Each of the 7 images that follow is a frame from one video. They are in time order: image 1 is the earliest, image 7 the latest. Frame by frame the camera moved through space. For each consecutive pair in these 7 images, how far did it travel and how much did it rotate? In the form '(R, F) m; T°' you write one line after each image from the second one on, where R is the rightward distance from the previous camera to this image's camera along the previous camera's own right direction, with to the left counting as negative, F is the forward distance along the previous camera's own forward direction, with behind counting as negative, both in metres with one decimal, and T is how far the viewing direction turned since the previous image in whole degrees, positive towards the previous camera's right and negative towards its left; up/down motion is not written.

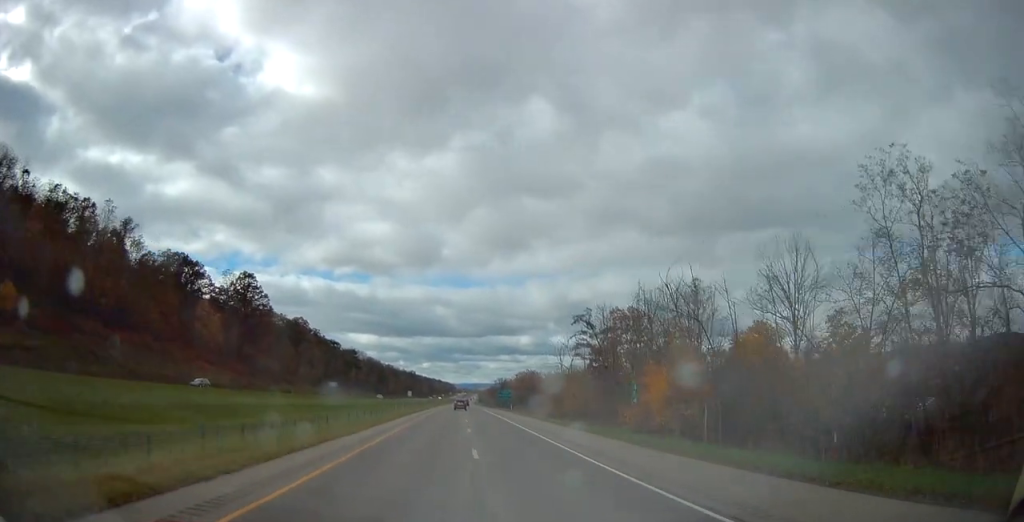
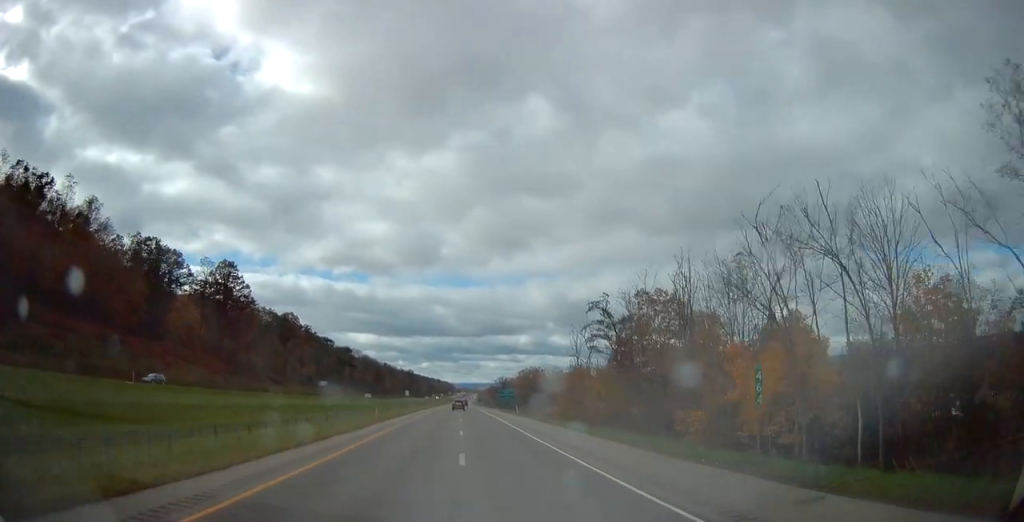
(0.0, +13.9) m; 0°
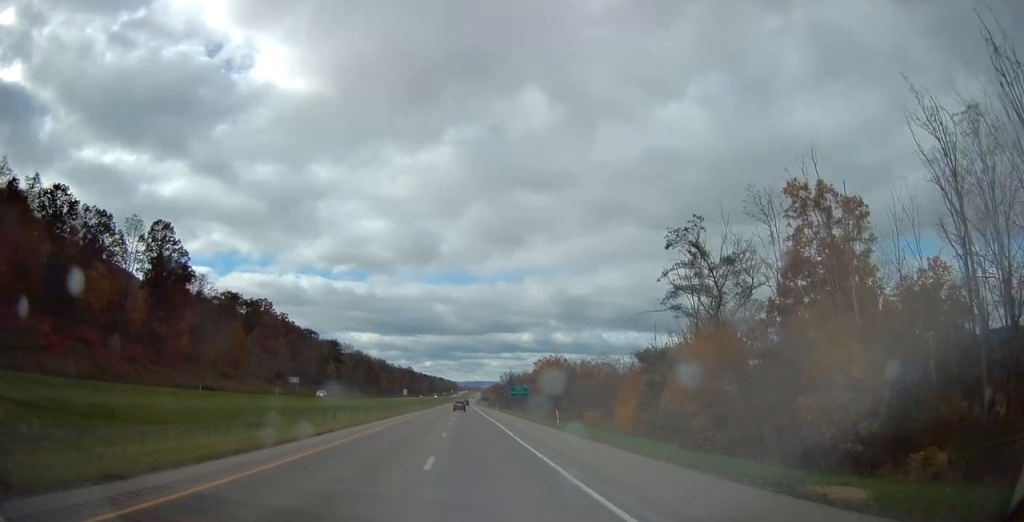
(-0.1, +37.3) m; 0°
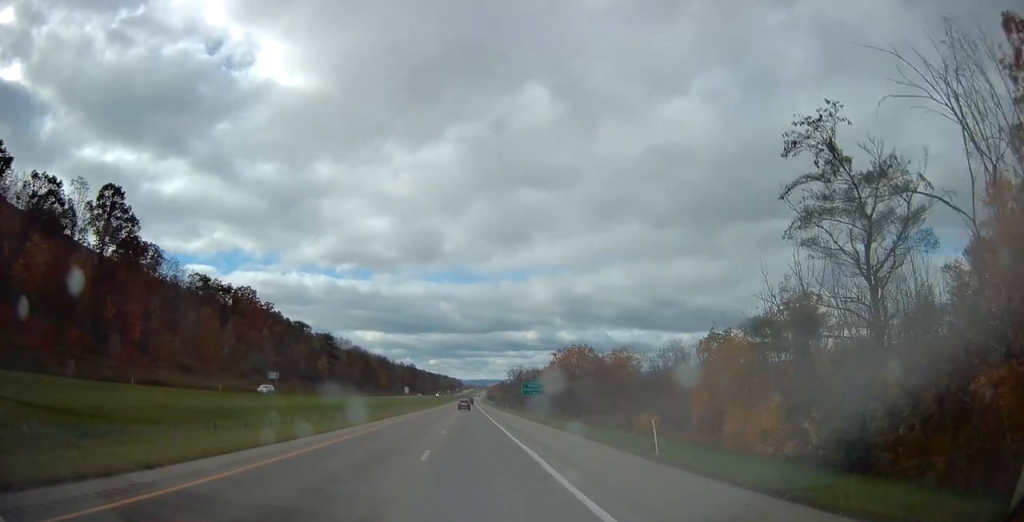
(+0.2, +22.4) m; 0°
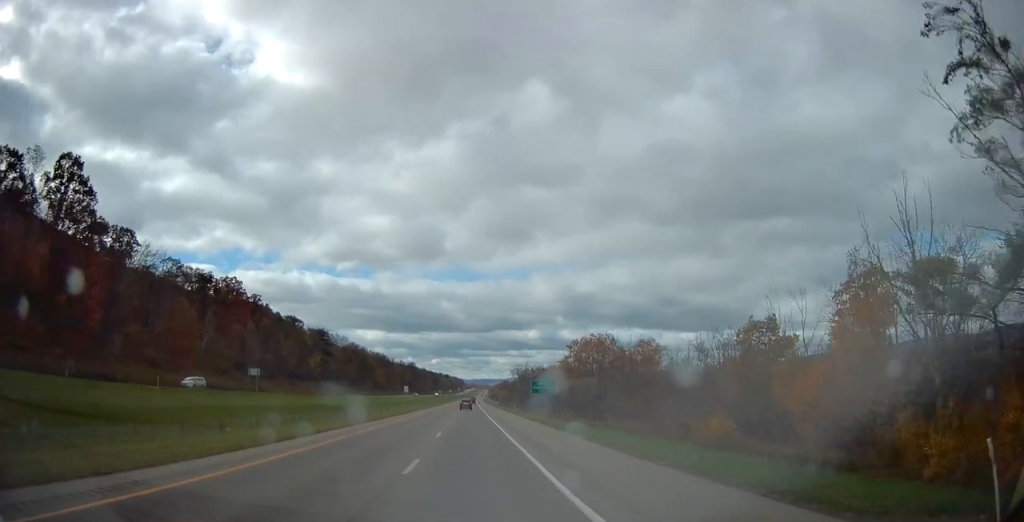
(-0.2, +15.0) m; 0°
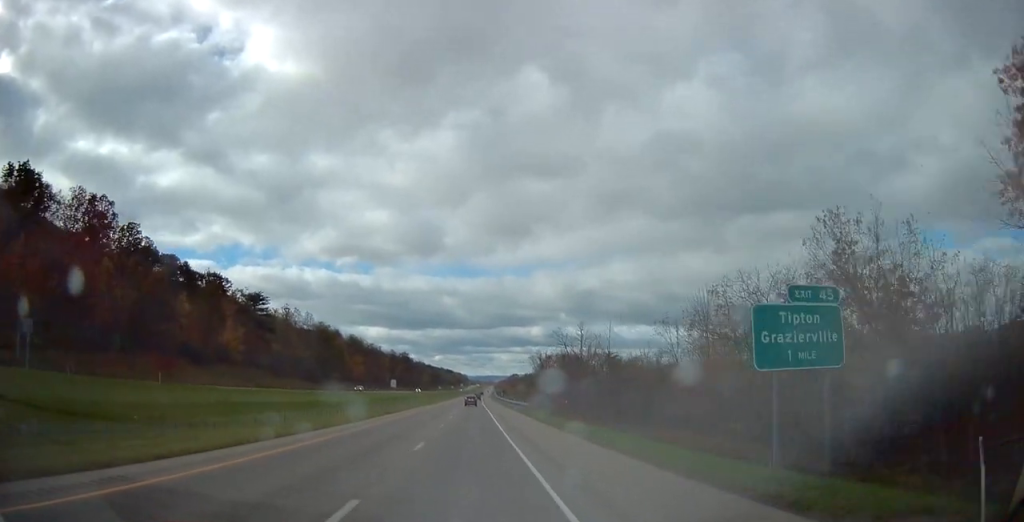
(-0.7, +79.9) m; -1°
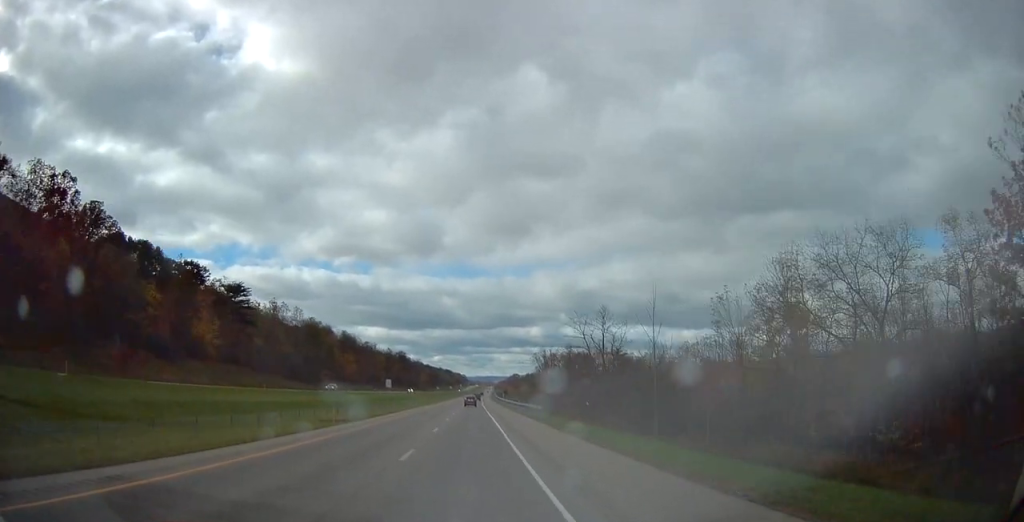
(-0.1, +14.9) m; 0°
